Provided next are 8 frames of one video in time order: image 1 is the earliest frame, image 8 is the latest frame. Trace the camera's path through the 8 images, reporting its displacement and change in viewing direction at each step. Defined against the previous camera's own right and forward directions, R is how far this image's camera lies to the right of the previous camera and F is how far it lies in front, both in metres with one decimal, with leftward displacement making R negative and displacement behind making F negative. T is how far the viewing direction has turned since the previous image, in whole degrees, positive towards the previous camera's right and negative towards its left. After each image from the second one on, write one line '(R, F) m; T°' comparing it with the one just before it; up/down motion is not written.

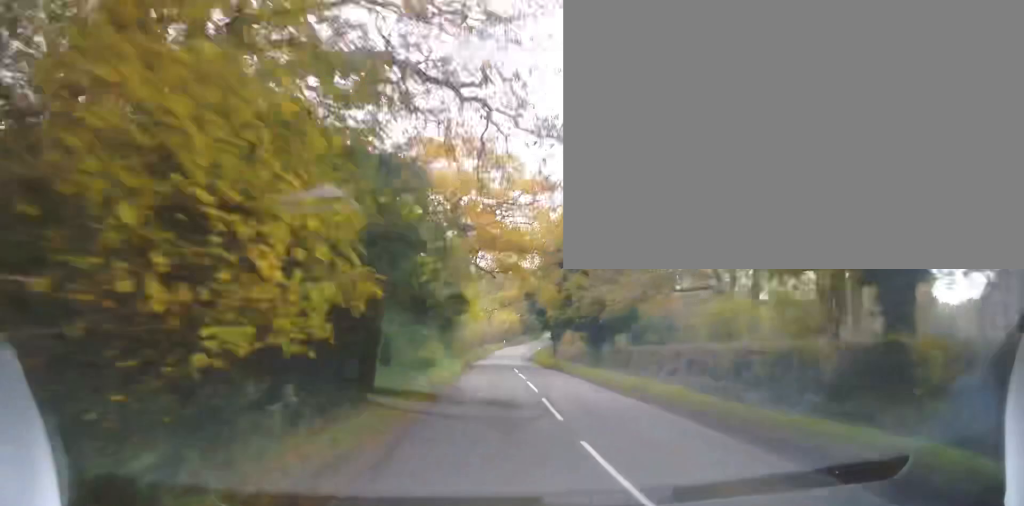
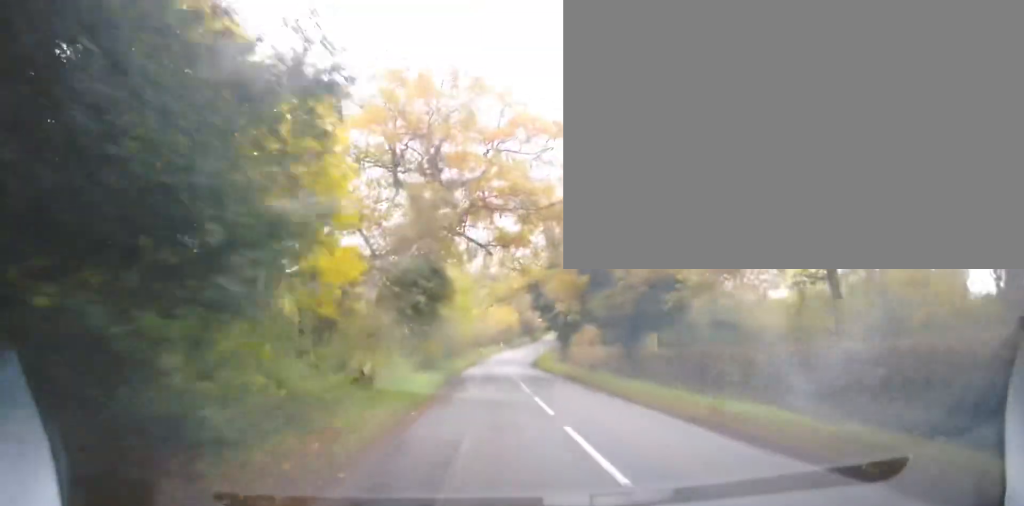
(-0.2, +11.1) m; +1°
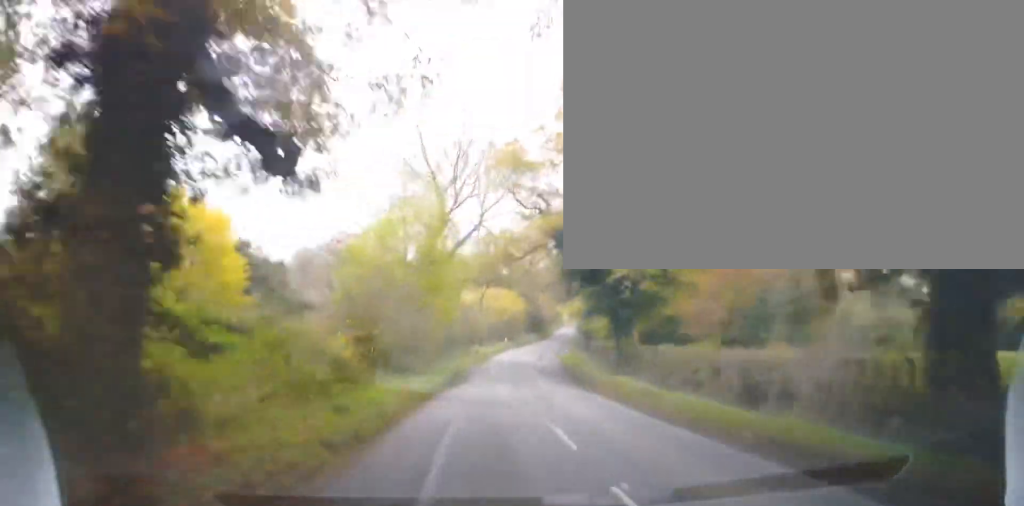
(+0.4, +22.7) m; 0°
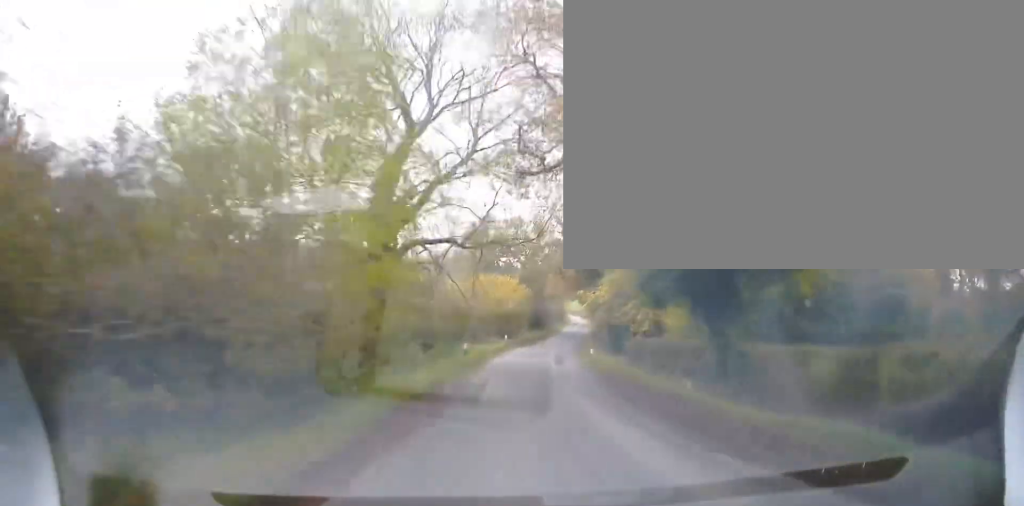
(-0.3, +14.0) m; 0°
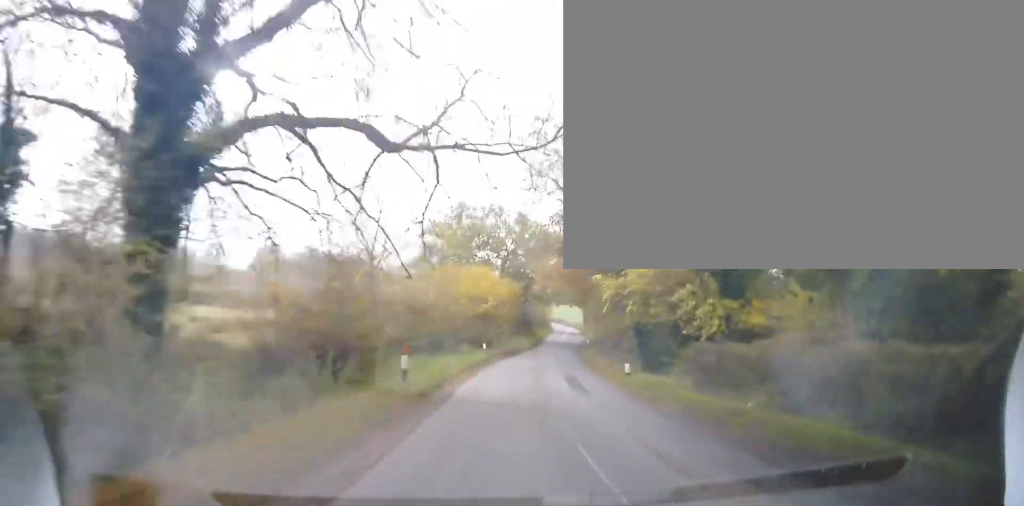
(+0.2, +14.0) m; +1°
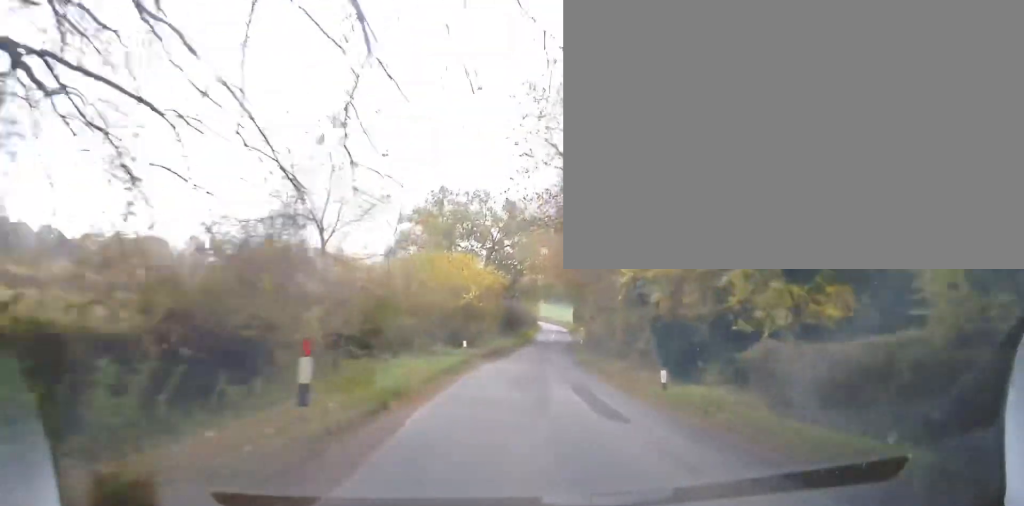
(0.0, +6.4) m; +1°
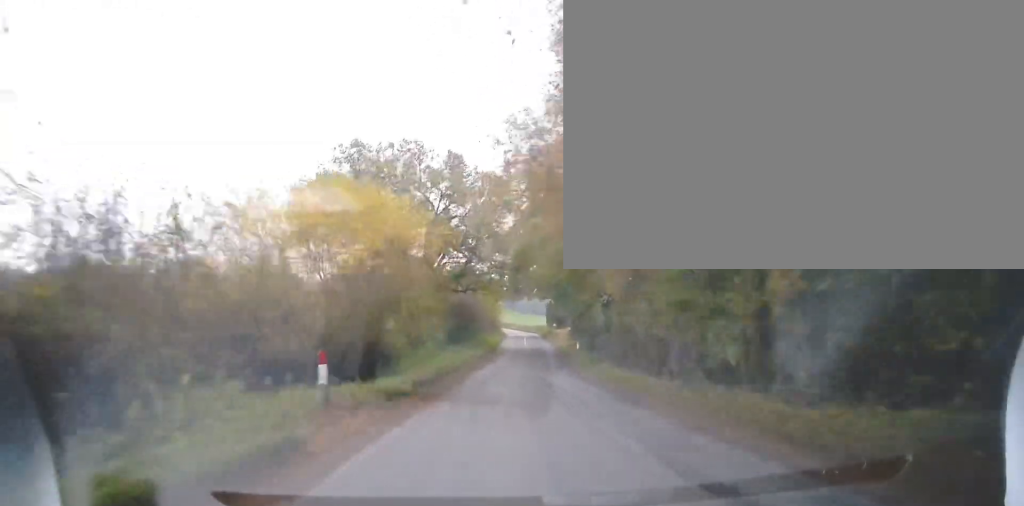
(+0.7, +20.3) m; +4°
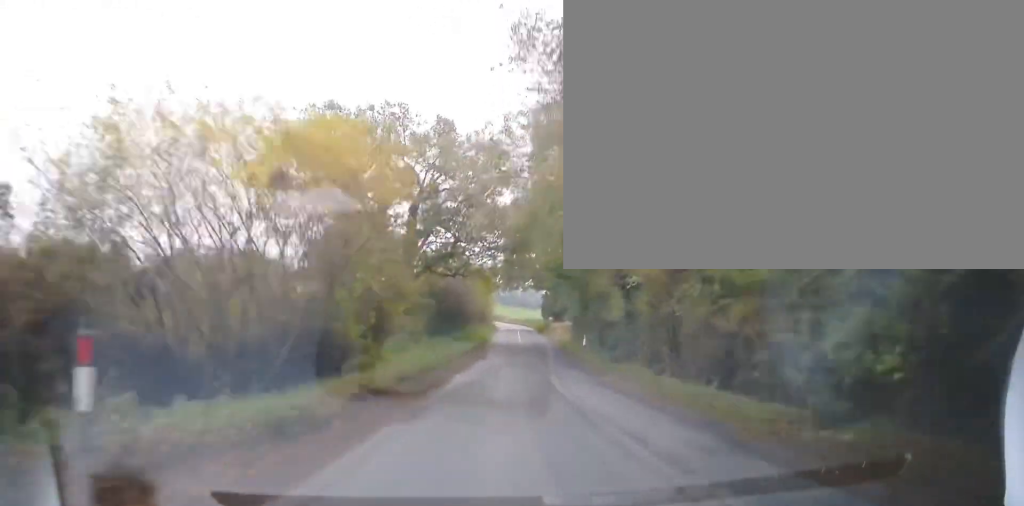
(+0.1, +6.2) m; +1°
